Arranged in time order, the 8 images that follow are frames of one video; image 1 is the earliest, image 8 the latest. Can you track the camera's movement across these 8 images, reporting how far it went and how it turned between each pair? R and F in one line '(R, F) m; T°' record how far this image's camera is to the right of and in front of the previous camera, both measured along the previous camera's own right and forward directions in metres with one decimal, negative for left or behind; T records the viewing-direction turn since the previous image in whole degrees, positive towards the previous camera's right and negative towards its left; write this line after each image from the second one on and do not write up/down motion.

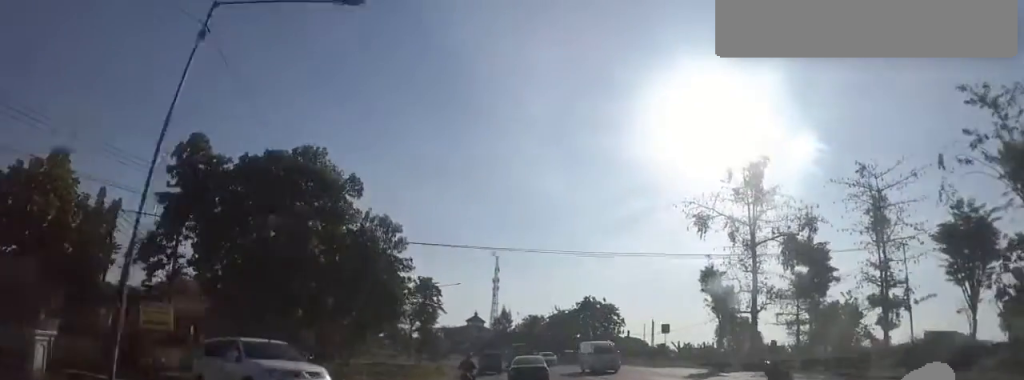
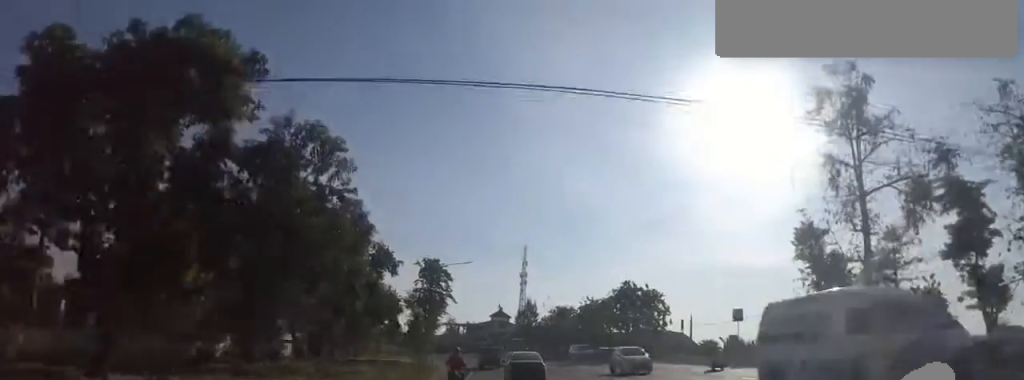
(-1.0, +11.4) m; -4°
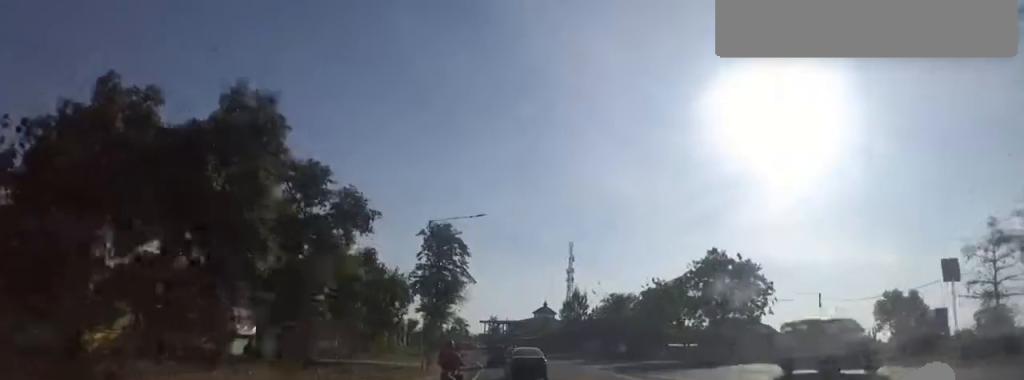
(-0.3, +15.7) m; -7°
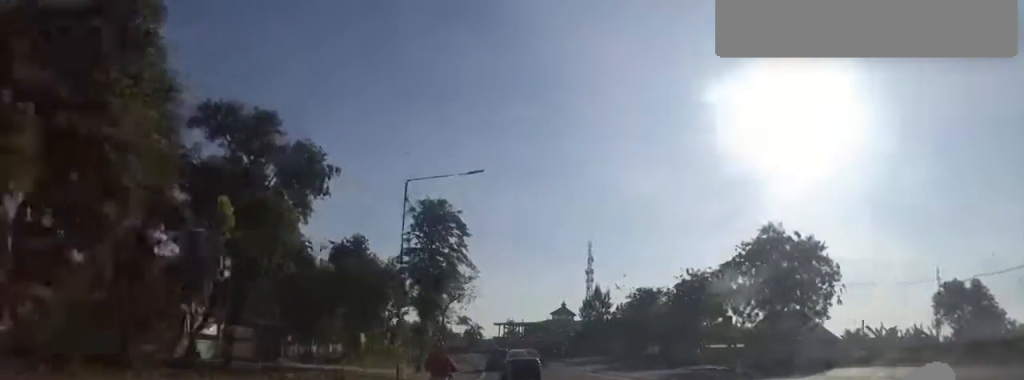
(-0.5, +7.5) m; -3°
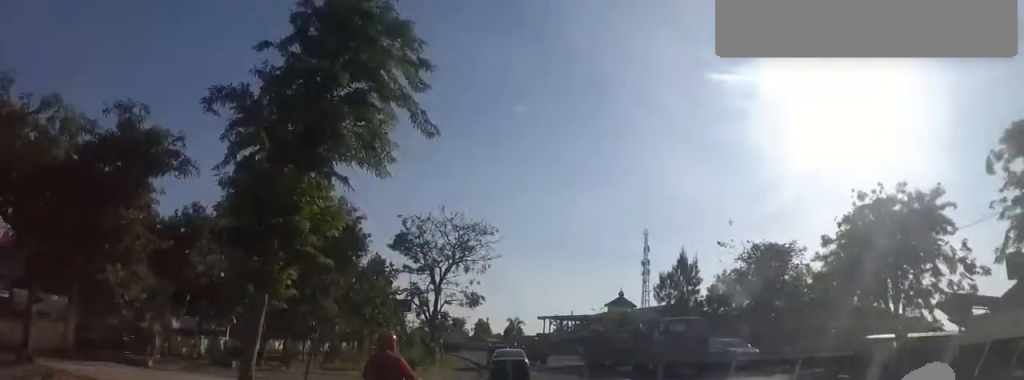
(-1.2, +21.1) m; -4°
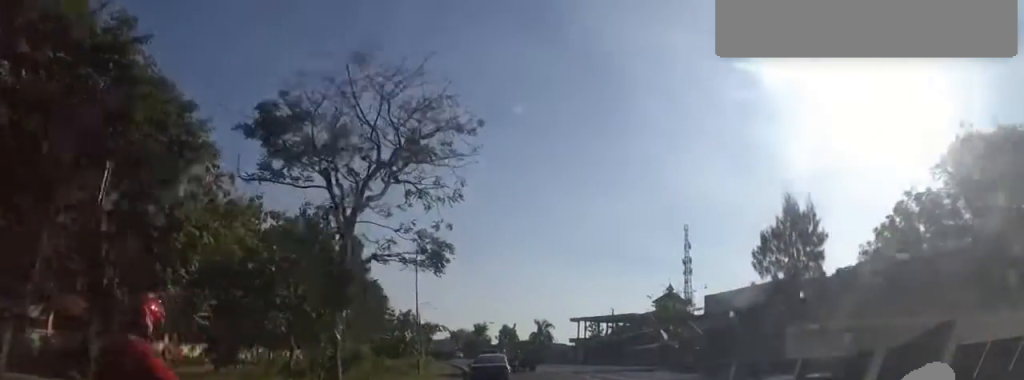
(-0.5, +17.5) m; -7°
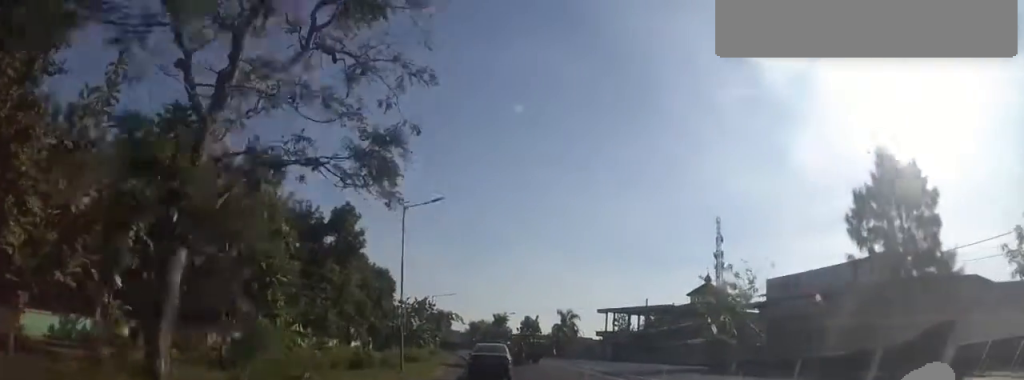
(-0.5, +7.5) m; -3°
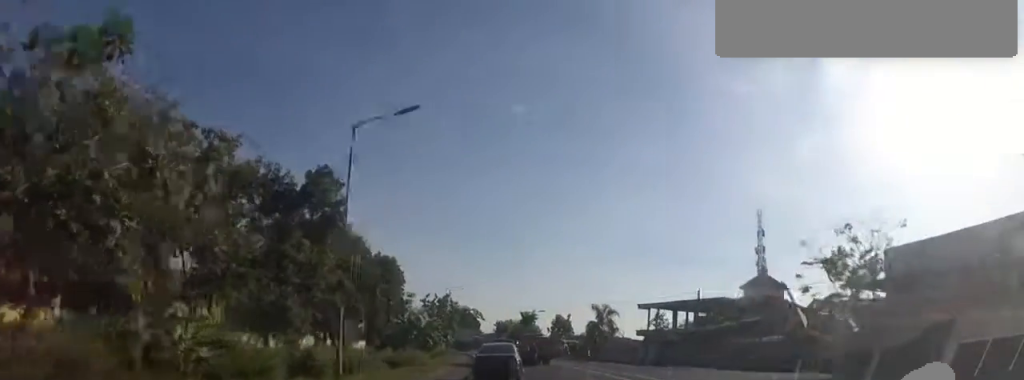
(-0.5, +9.5) m; -3°
